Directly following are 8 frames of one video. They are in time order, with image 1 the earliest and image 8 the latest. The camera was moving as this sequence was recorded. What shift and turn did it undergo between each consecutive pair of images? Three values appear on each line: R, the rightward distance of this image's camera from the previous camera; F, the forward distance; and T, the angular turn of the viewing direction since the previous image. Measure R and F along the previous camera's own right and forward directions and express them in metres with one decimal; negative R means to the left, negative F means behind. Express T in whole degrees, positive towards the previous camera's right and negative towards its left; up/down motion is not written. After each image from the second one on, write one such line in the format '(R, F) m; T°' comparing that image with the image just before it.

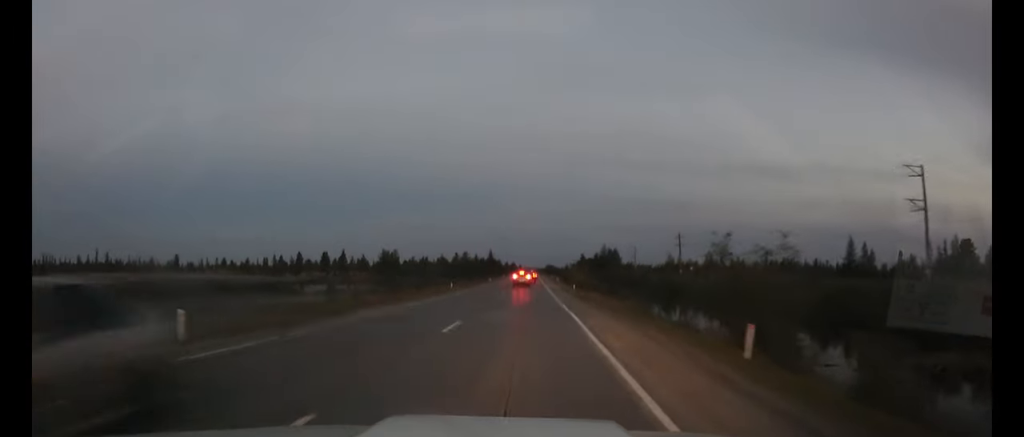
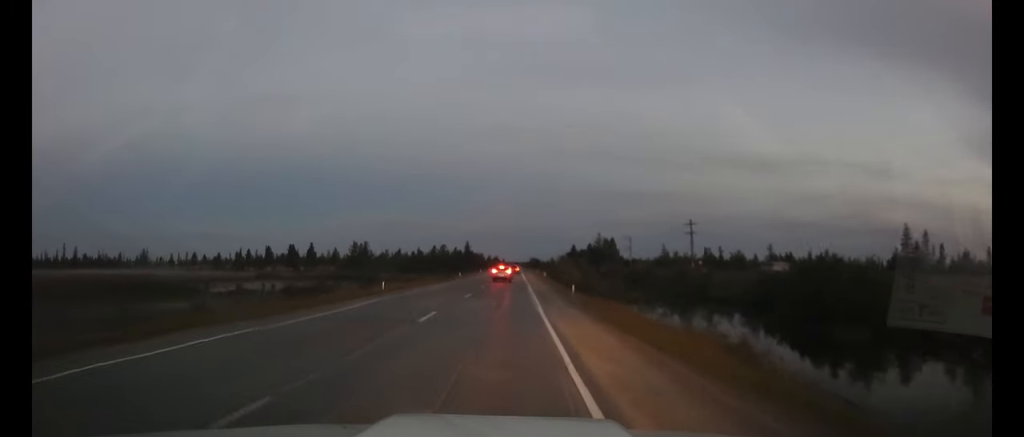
(+0.3, +22.5) m; +2°
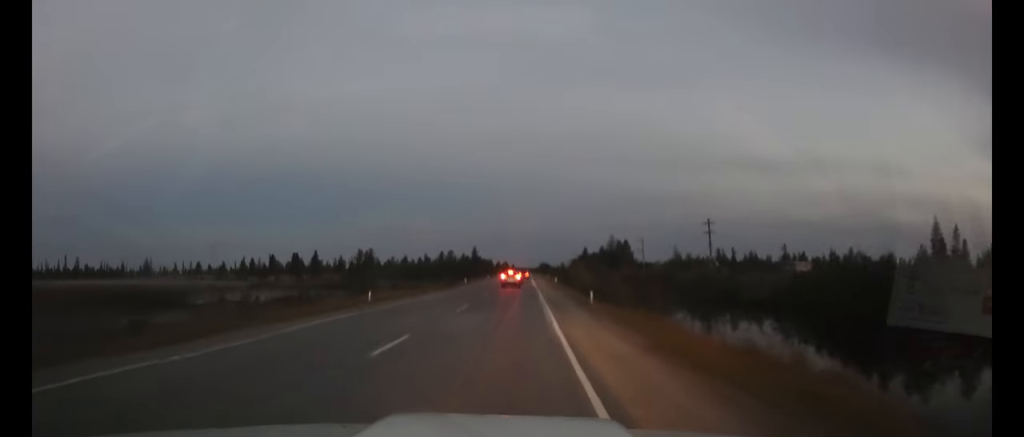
(0.0, +6.0) m; 0°
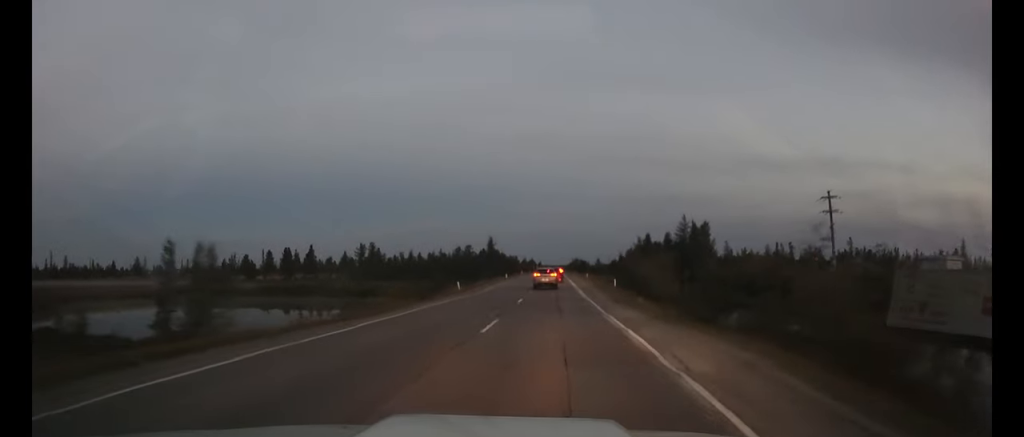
(-1.1, +35.5) m; -3°
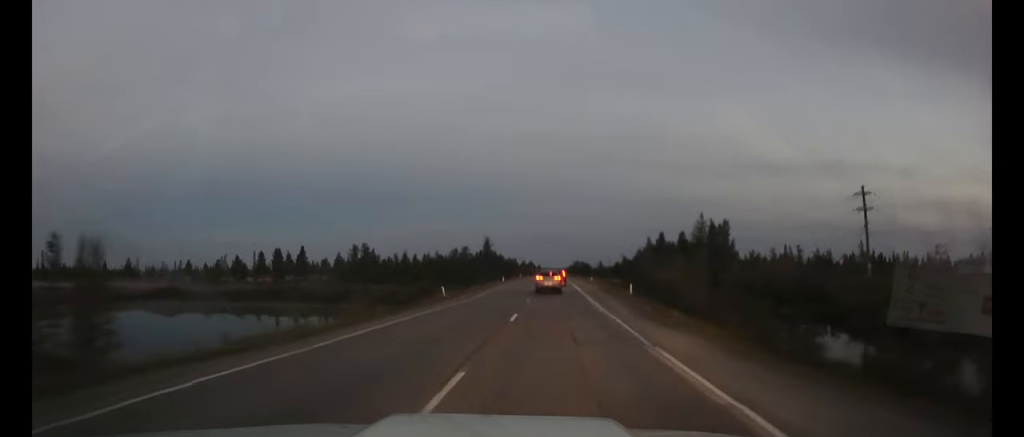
(0.0, +8.0) m; 0°
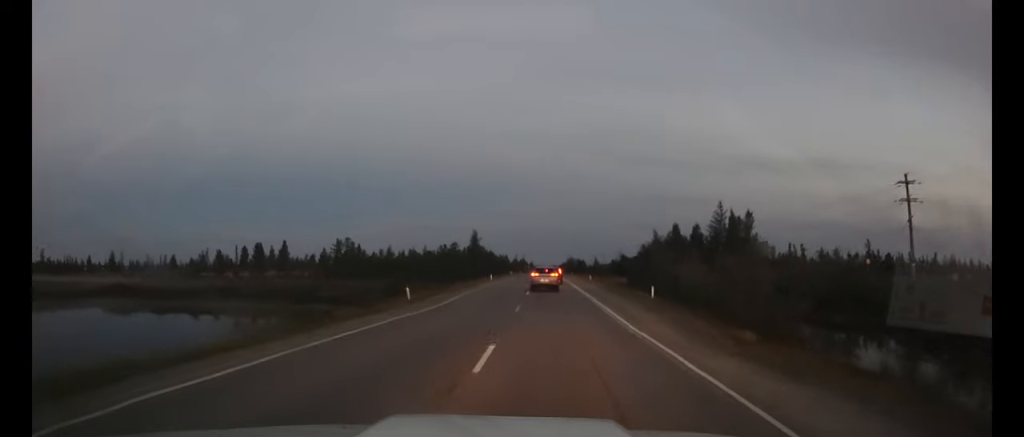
(0.0, +9.6) m; 0°
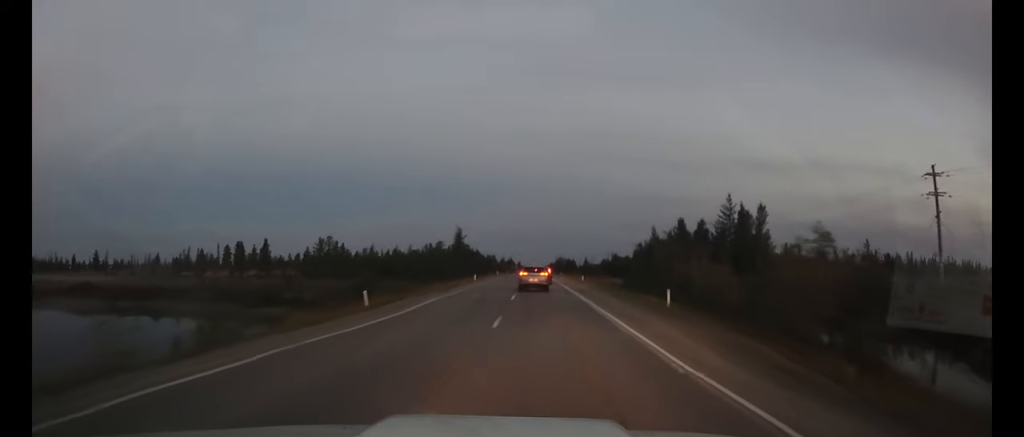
(0.0, +6.3) m; 0°
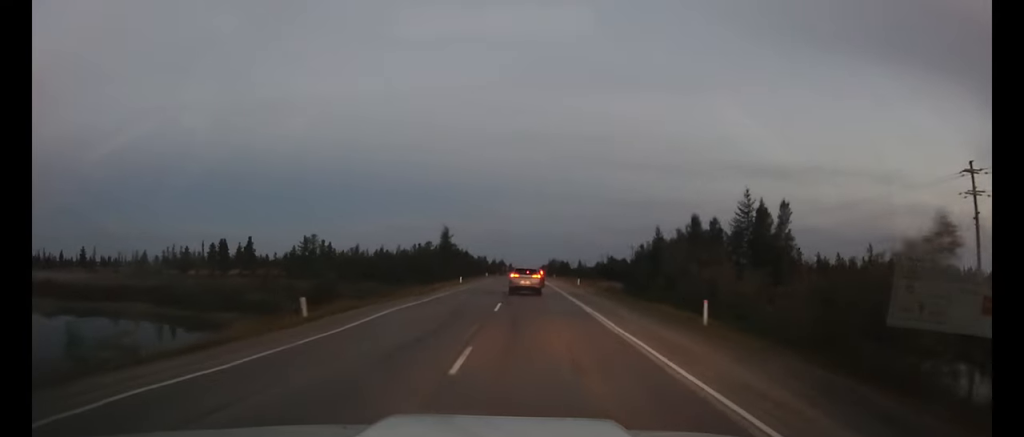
(+0.1, +6.5) m; +1°
